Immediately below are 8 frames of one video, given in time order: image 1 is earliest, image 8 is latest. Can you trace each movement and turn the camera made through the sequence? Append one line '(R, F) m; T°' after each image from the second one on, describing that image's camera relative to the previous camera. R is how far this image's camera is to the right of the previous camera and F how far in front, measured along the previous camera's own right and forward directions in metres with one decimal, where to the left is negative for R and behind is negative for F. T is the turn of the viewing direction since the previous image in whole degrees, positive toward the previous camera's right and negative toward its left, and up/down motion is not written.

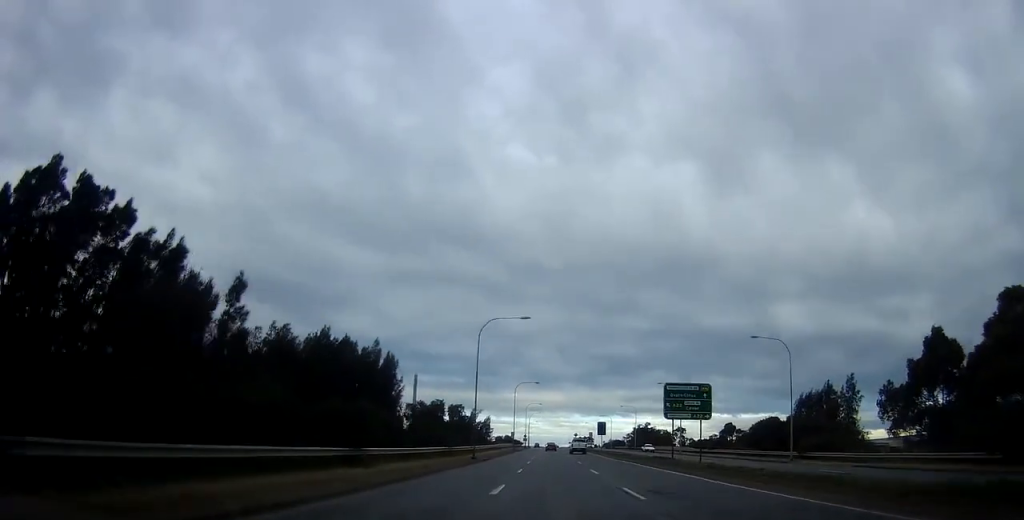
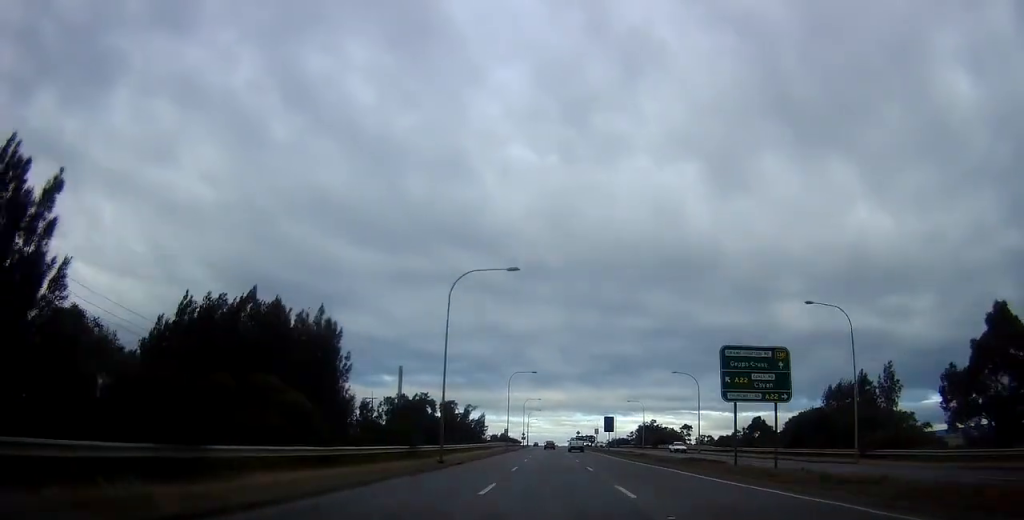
(+0.4, +12.1) m; 0°
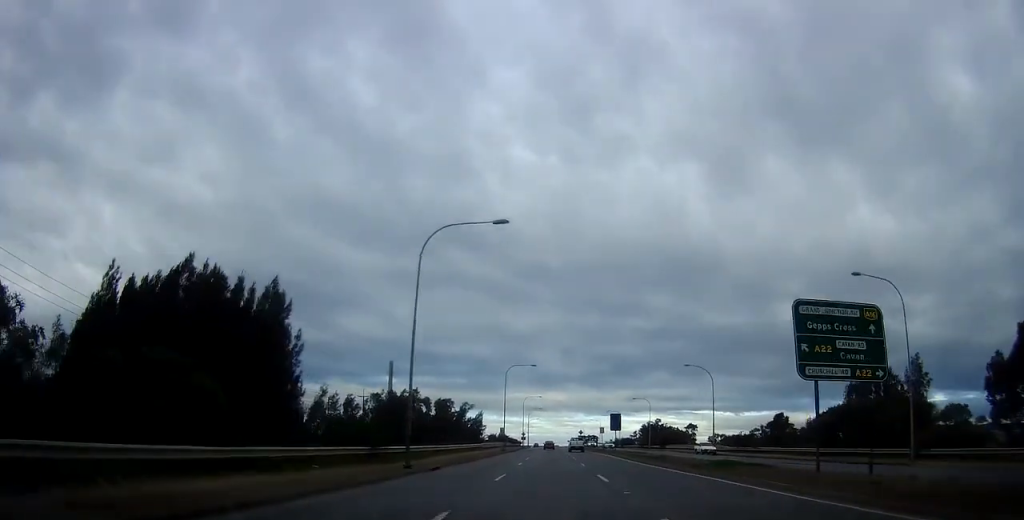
(-0.2, +7.3) m; 0°
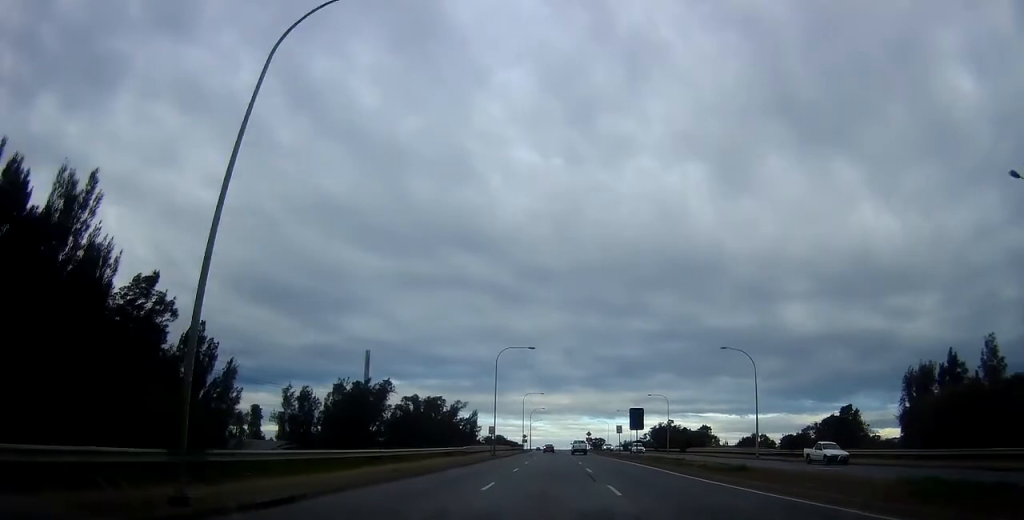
(-0.1, +15.7) m; 0°
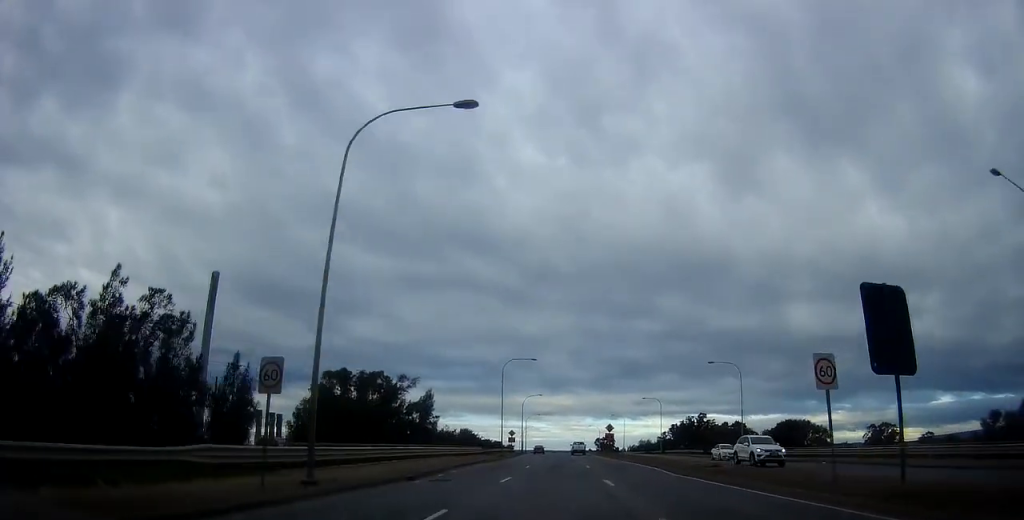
(-0.8, +44.0) m; 0°
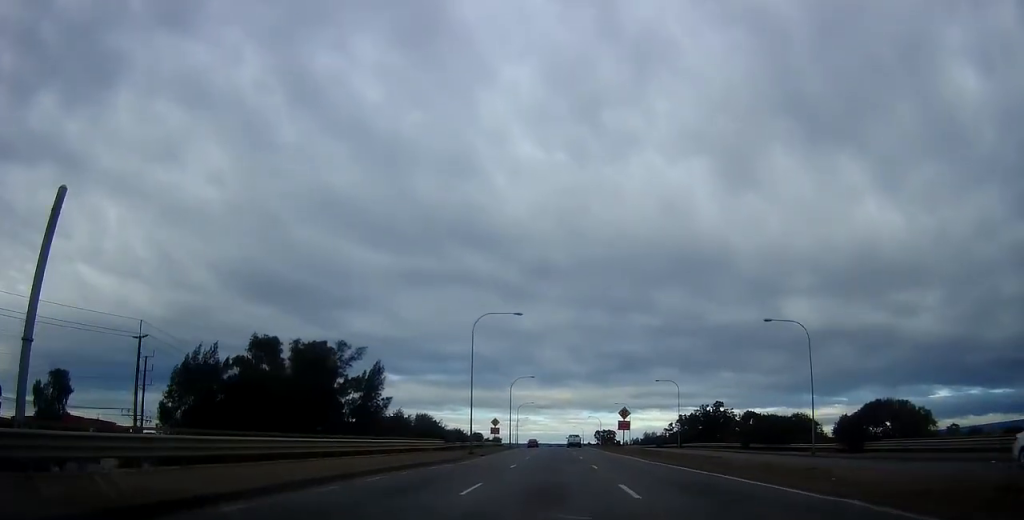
(+0.4, +20.0) m; -1°
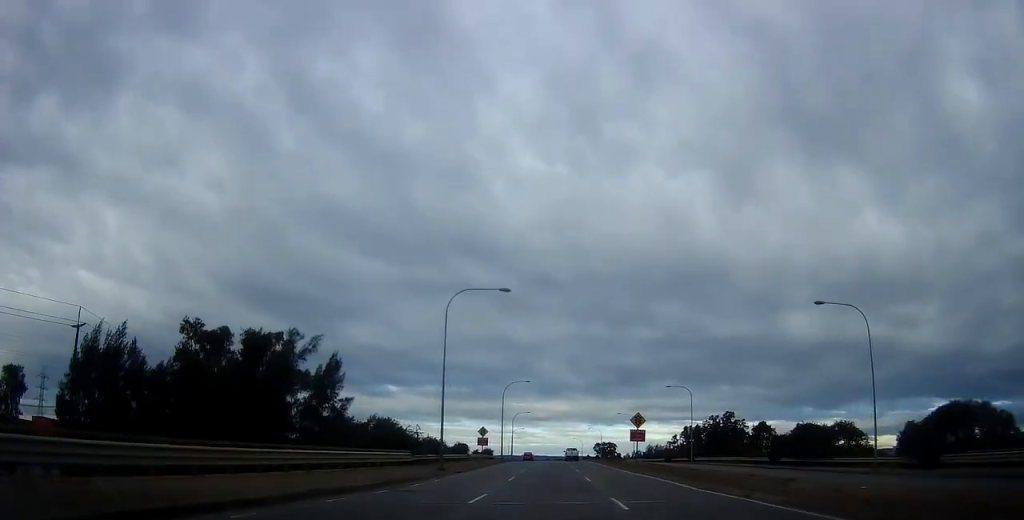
(-0.3, +10.2) m; -1°
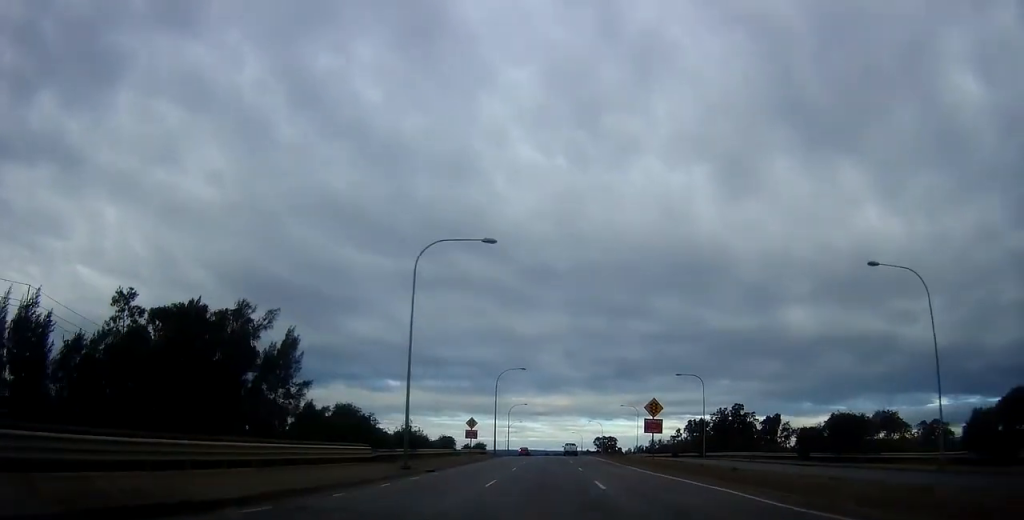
(0.0, +7.6) m; +1°
